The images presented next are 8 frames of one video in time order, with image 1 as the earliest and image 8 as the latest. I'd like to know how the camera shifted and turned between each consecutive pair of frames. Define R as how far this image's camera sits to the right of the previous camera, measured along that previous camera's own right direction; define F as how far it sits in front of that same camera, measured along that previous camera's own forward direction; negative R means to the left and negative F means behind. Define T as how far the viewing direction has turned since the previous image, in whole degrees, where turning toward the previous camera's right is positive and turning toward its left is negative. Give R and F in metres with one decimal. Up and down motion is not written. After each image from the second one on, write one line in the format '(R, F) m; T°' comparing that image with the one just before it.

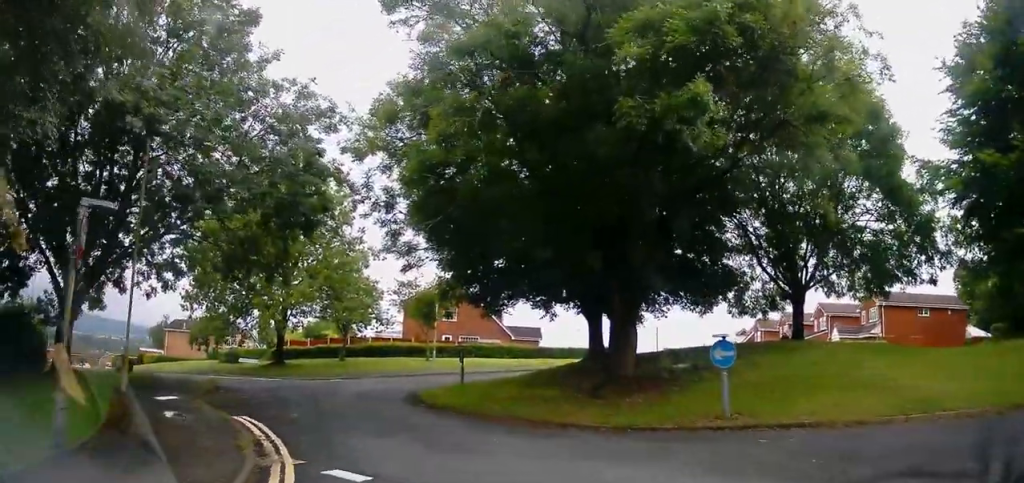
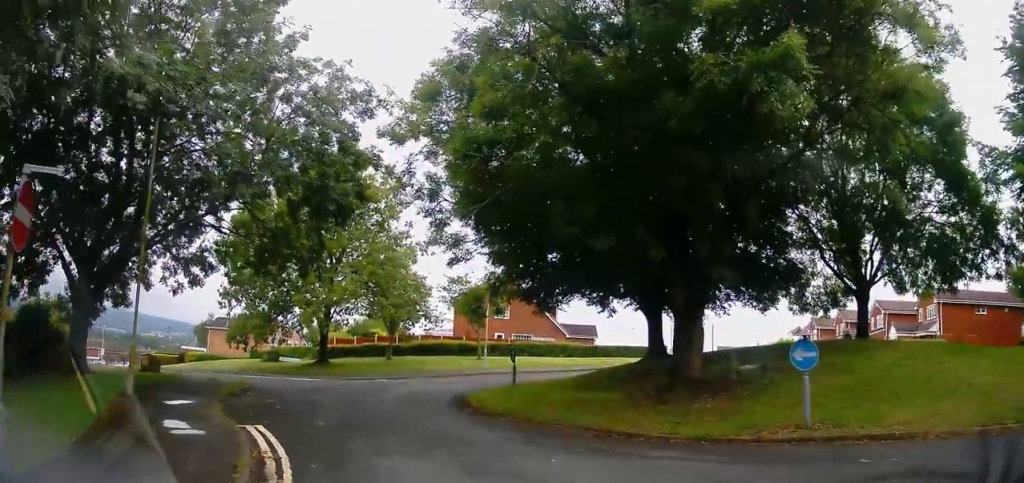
(+0.6, +3.3) m; +3°
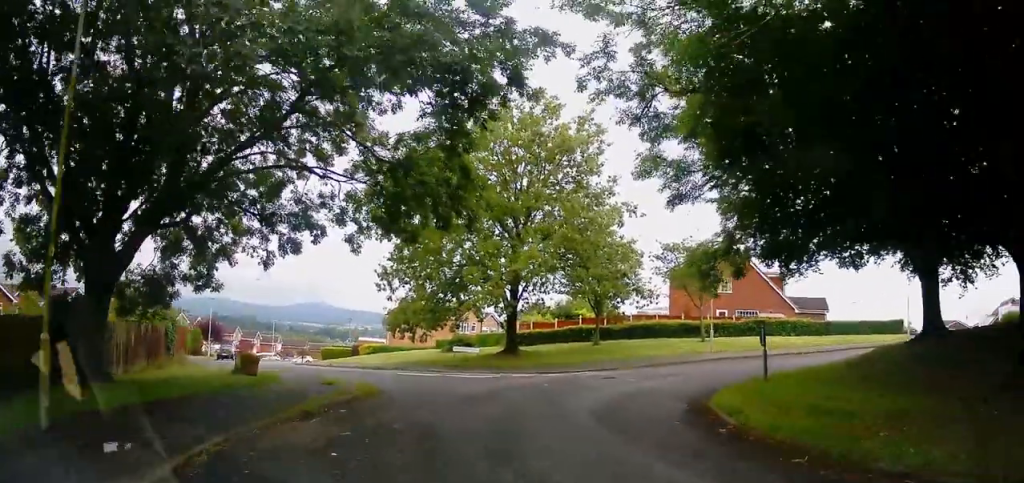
(-4.4, +6.0) m; -68°
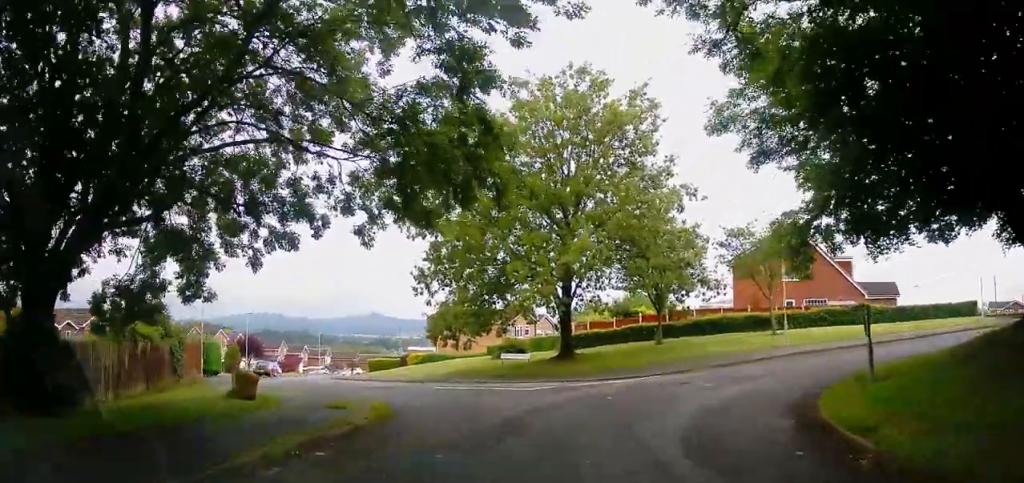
(-0.3, +3.3) m; -8°
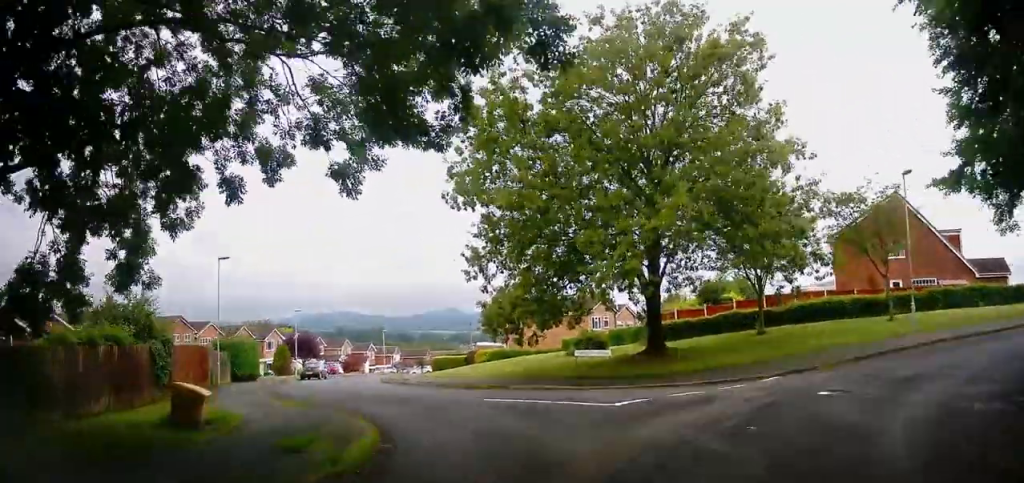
(-0.2, +5.9) m; -7°
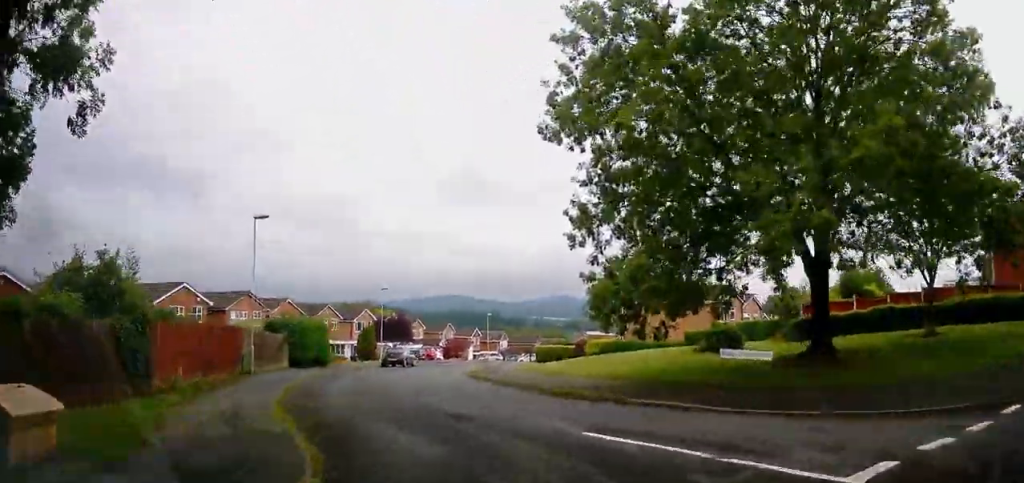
(-0.6, +6.4) m; -14°
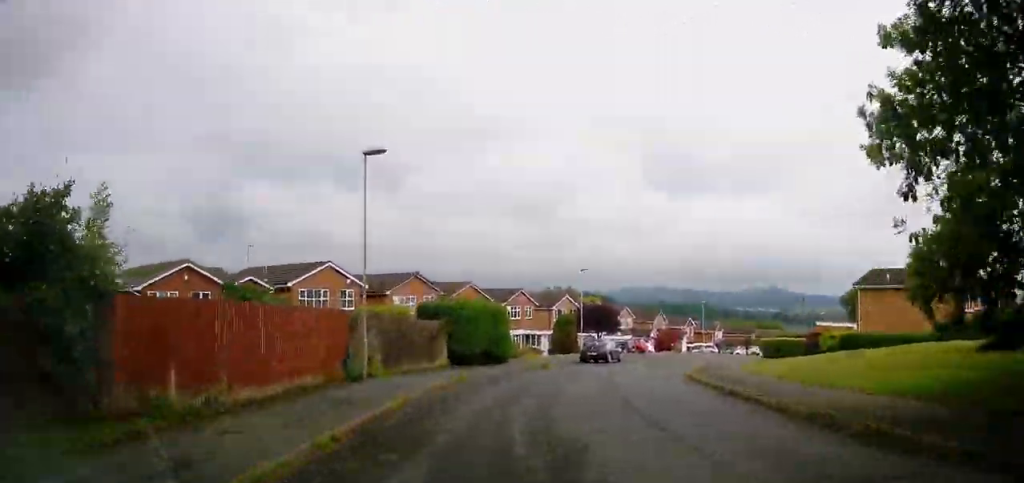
(-1.4, +7.2) m; -15°
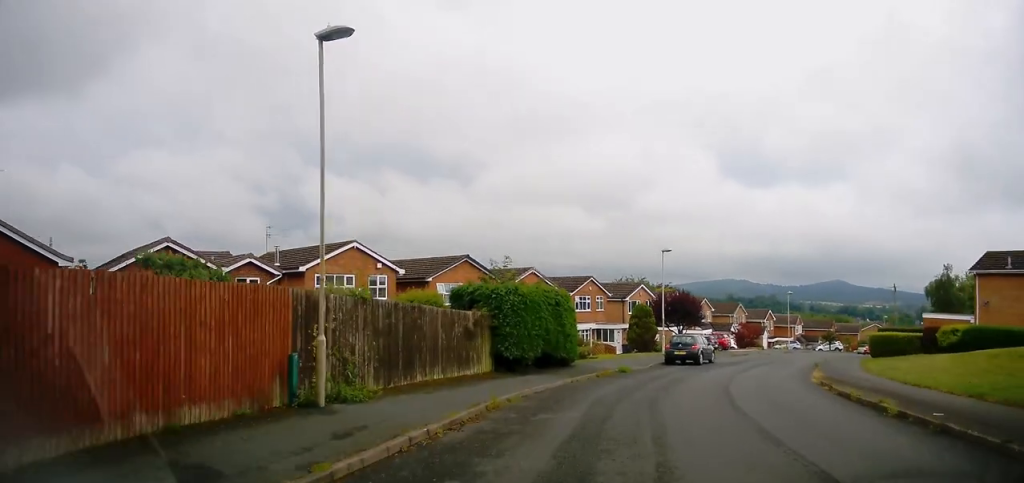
(-0.4, +6.5) m; -5°
